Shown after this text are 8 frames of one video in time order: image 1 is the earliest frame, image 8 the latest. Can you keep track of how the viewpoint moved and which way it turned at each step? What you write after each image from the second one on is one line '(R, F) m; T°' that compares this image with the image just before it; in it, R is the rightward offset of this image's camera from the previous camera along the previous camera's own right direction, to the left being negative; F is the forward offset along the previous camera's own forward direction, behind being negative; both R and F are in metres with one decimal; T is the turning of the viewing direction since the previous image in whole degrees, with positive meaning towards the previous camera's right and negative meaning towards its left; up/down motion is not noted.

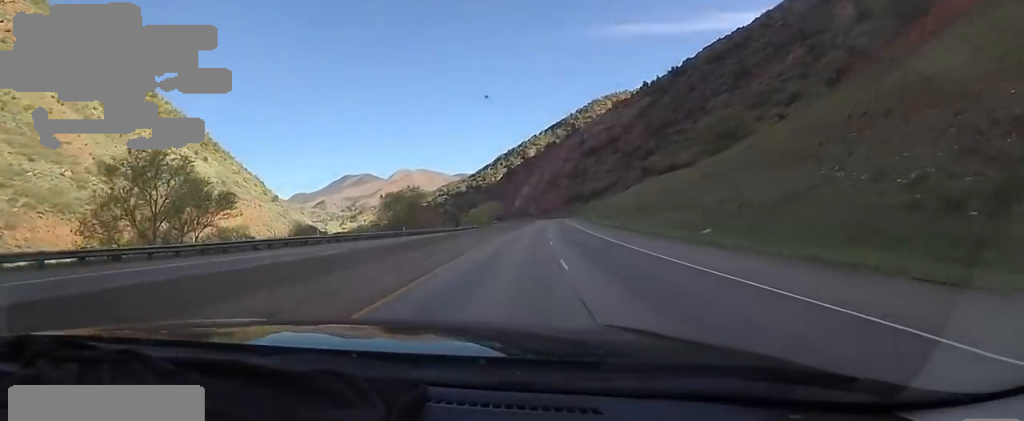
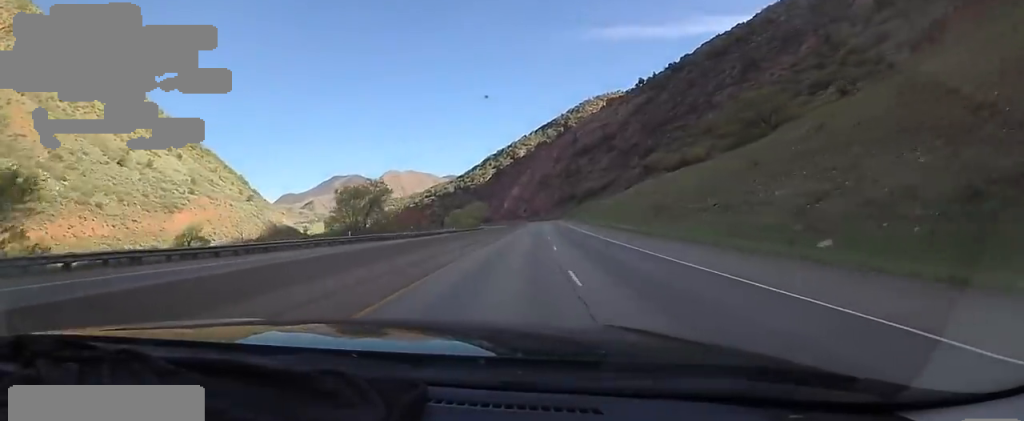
(0.0, +15.7) m; +2°
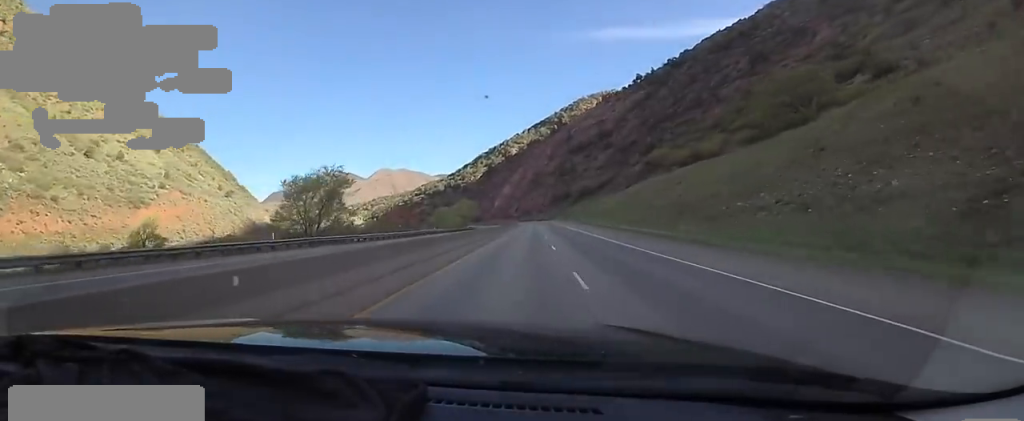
(+0.4, +12.6) m; +1°
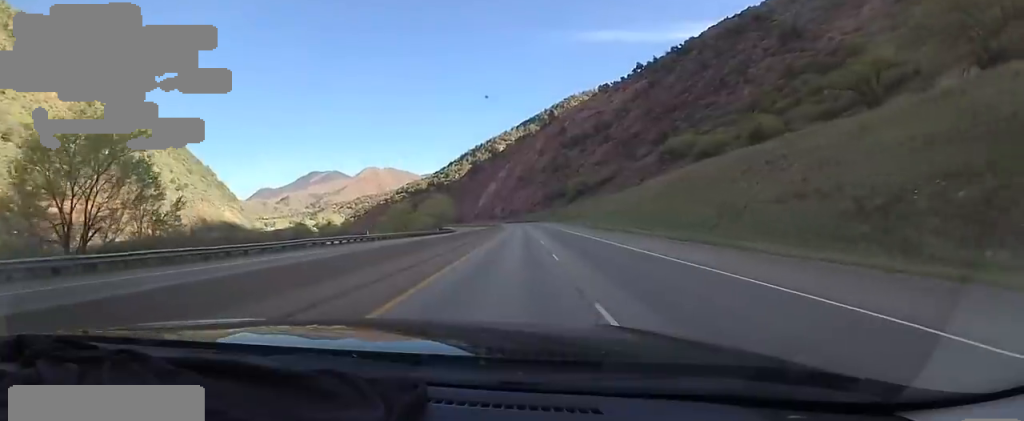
(+0.6, +29.4) m; +1°
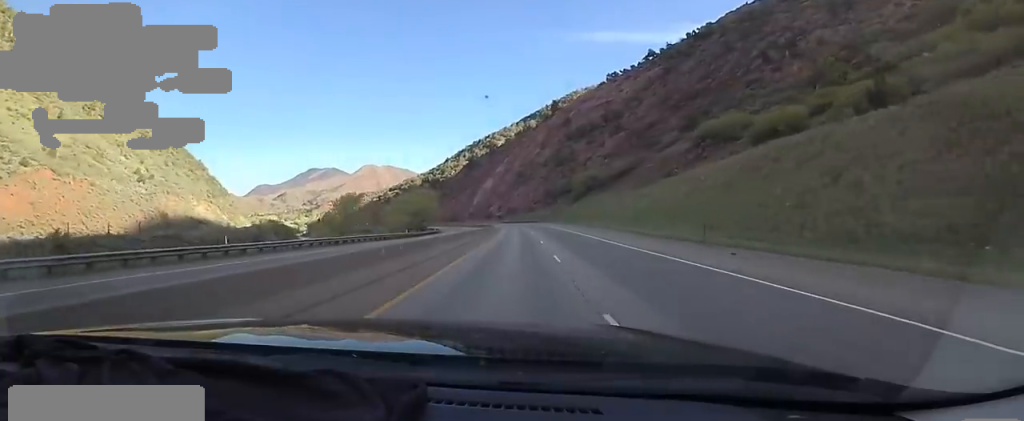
(0.0, +25.2) m; -1°
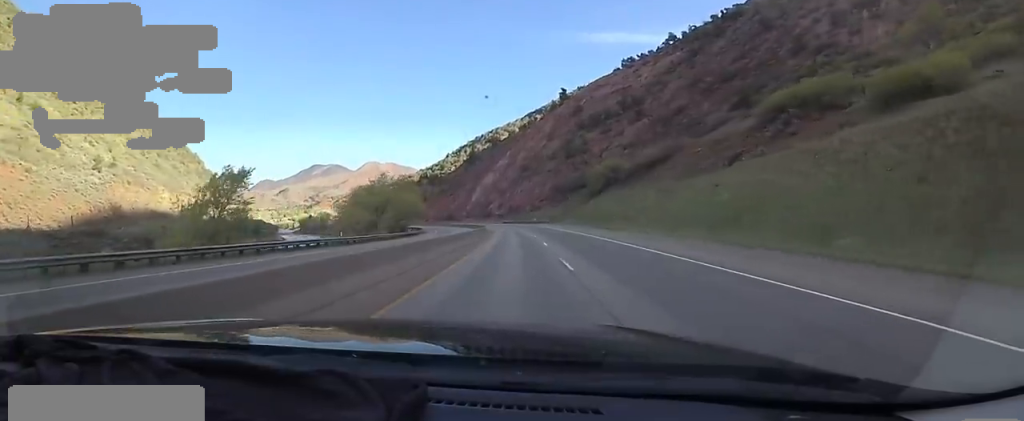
(-0.9, +27.1) m; 0°
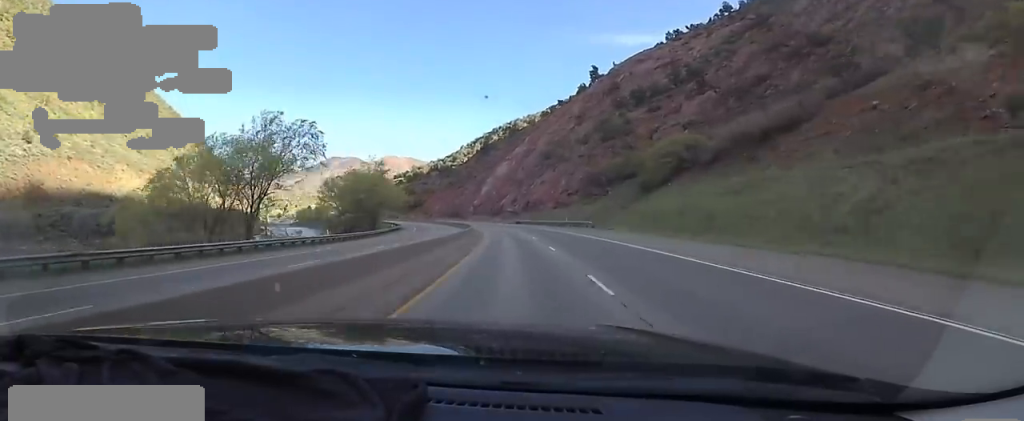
(+0.8, +40.1) m; -1°
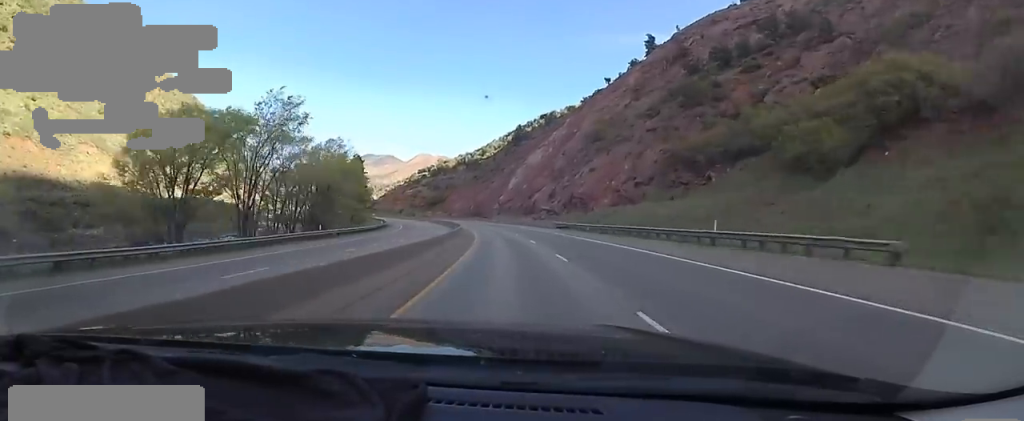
(-2.4, +40.7) m; -6°
